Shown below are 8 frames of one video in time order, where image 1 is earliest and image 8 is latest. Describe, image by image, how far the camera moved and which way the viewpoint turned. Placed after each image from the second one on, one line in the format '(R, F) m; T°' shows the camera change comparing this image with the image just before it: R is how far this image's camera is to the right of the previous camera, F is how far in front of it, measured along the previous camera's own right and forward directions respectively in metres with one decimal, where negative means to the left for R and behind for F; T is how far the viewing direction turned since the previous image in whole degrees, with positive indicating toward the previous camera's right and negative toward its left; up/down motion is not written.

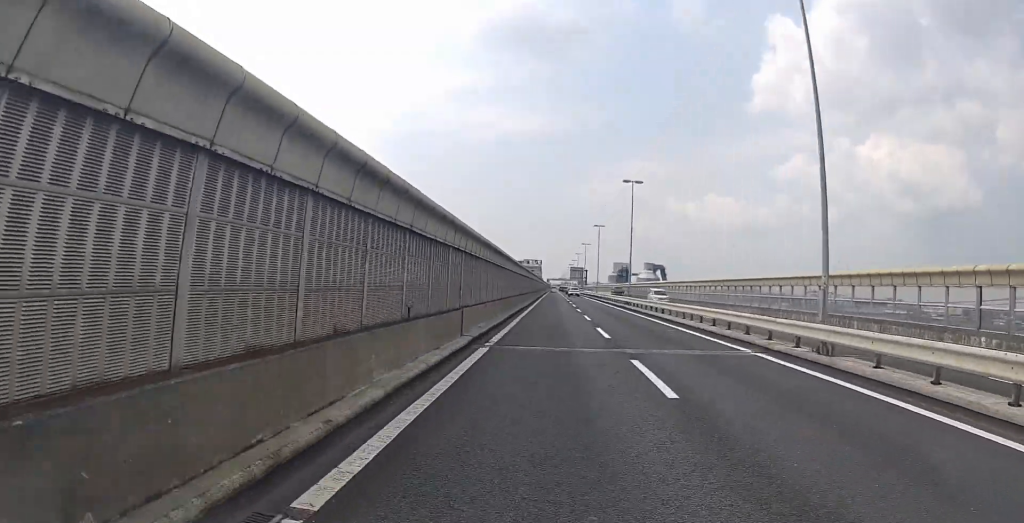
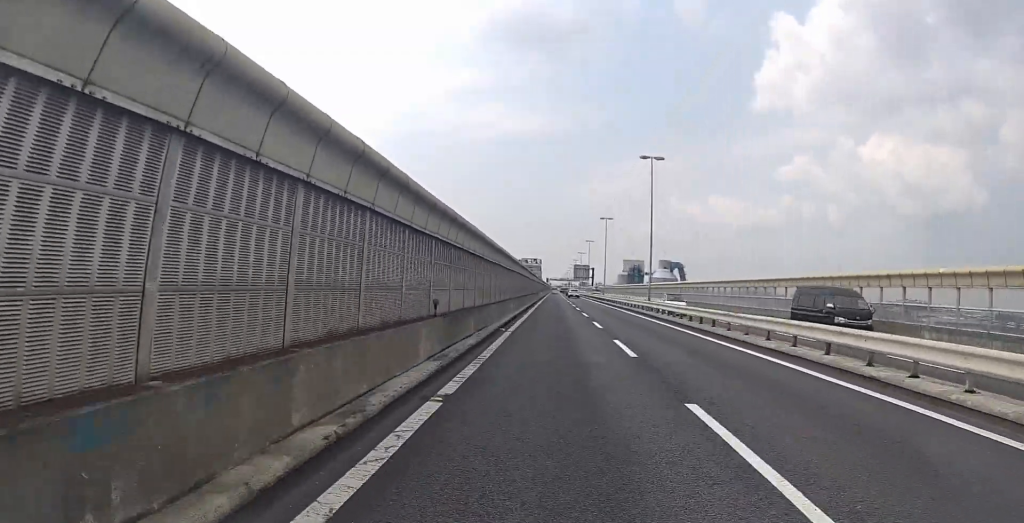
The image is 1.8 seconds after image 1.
(+0.8, +46.1) m; +2°
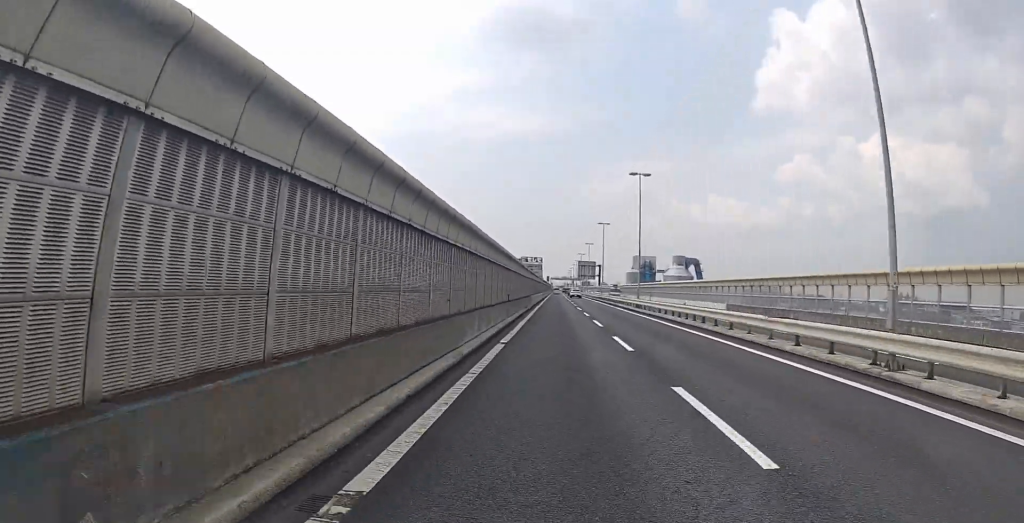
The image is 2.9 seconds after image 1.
(-0.1, +29.6) m; -1°
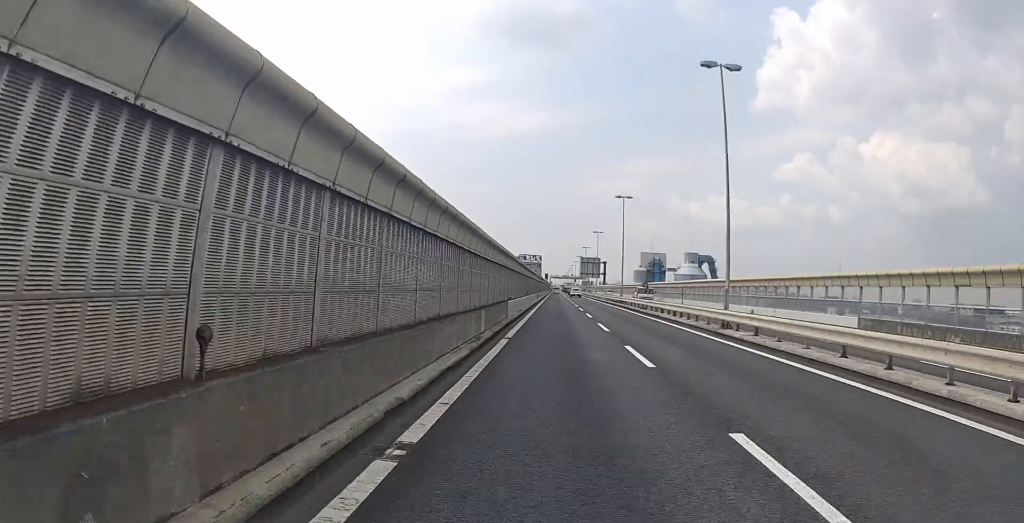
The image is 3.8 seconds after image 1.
(-0.3, +22.3) m; -1°
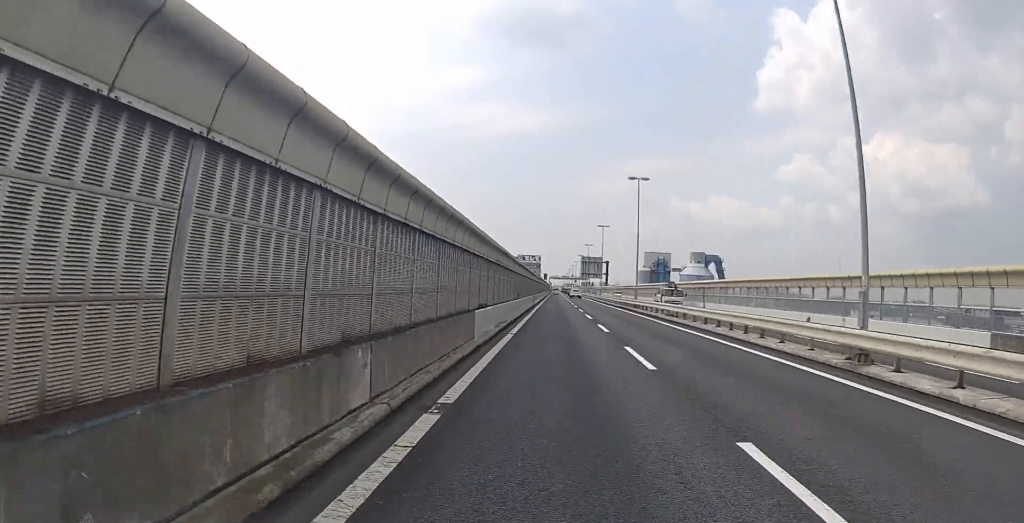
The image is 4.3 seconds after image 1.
(-0.3, +10.7) m; 0°
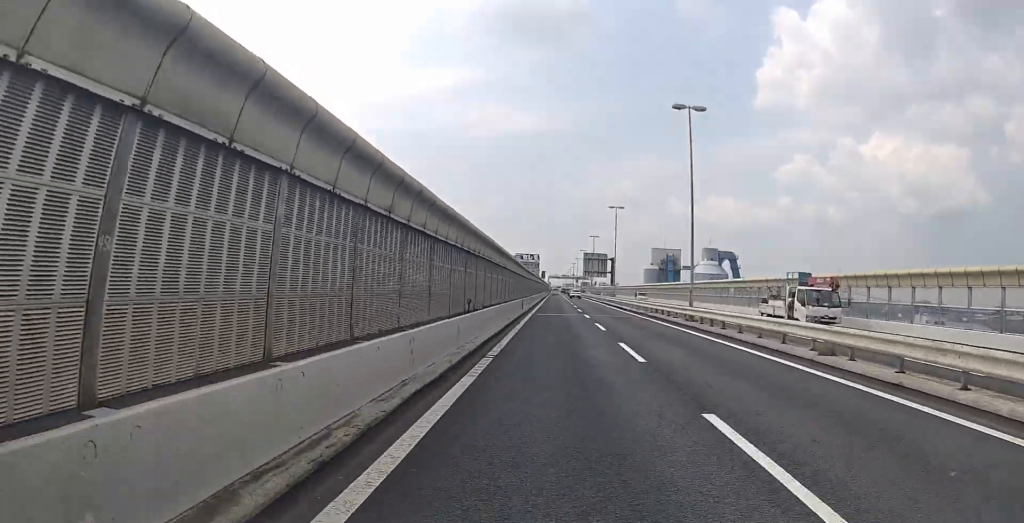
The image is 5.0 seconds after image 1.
(+0.3, +18.3) m; +1°
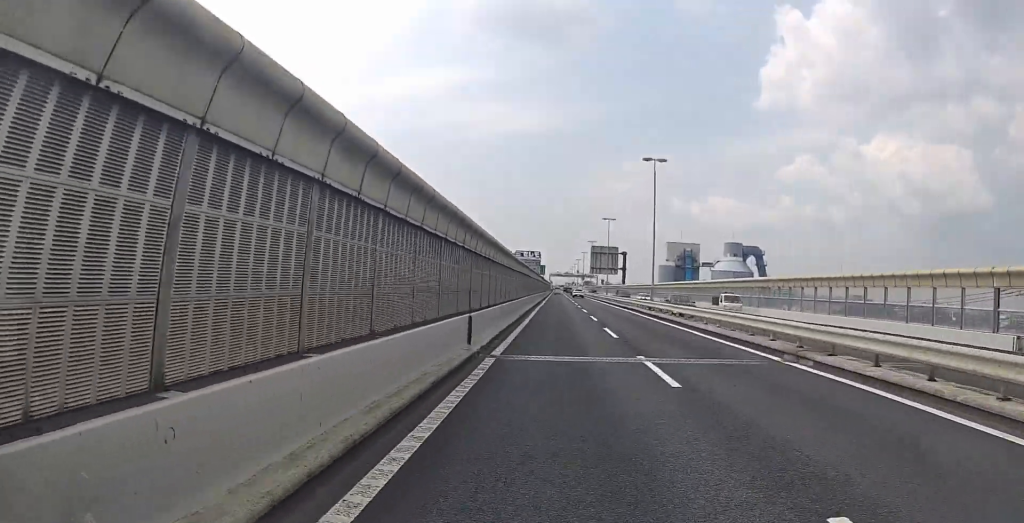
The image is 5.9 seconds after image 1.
(+0.2, +22.5) m; 0°
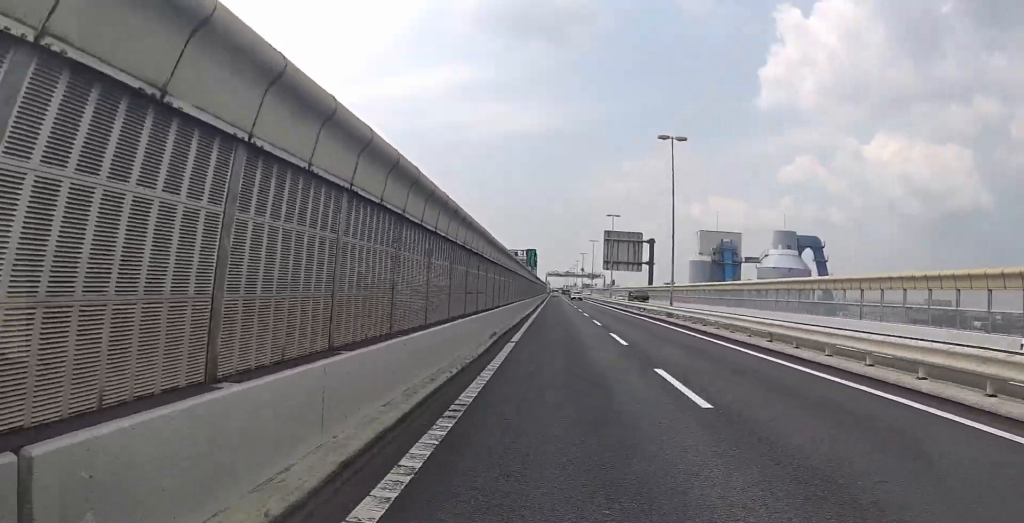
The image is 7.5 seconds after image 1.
(-0.6, +41.2) m; 0°
